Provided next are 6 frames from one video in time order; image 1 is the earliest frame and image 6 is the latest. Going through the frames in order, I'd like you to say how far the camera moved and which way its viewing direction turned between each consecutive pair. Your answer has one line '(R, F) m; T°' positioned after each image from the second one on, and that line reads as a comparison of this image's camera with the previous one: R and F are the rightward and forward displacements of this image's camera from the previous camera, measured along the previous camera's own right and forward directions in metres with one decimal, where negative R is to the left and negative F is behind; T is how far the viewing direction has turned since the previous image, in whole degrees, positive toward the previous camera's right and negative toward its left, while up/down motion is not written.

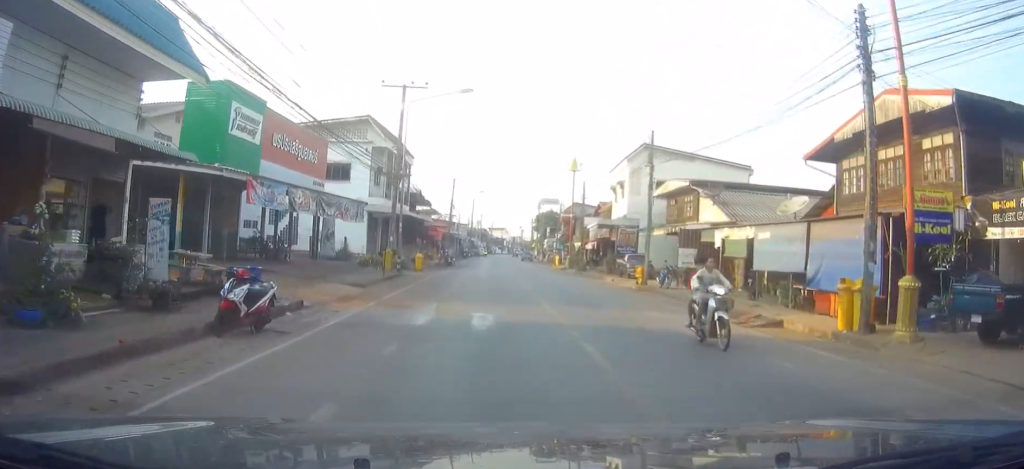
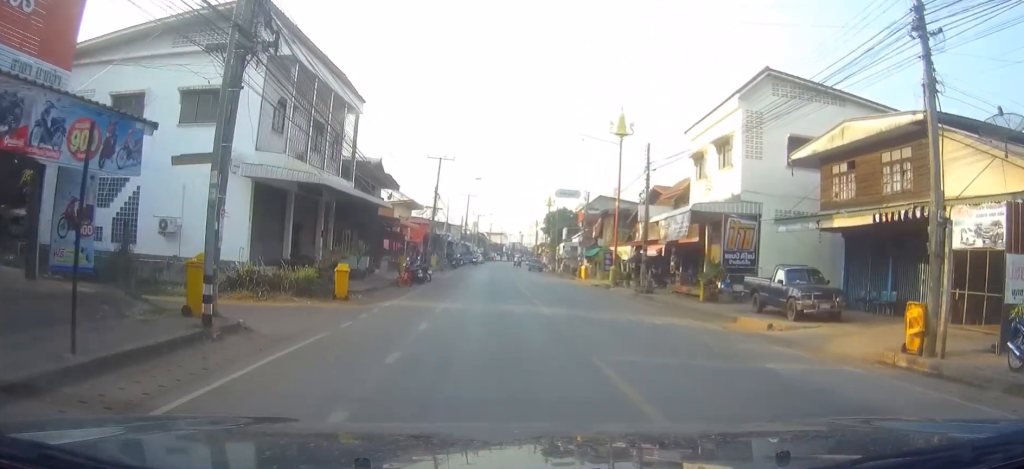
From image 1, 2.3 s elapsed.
(+0.3, +24.9) m; 0°
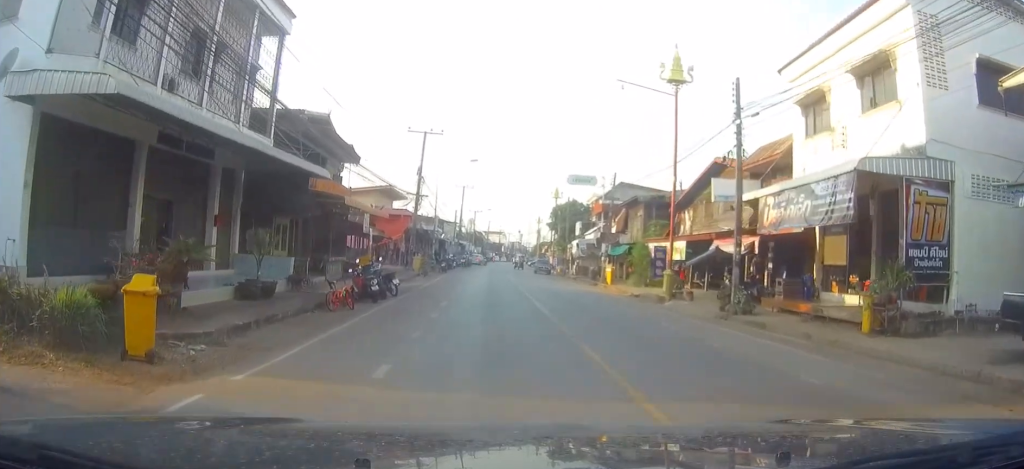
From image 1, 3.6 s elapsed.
(-0.3, +13.6) m; -1°
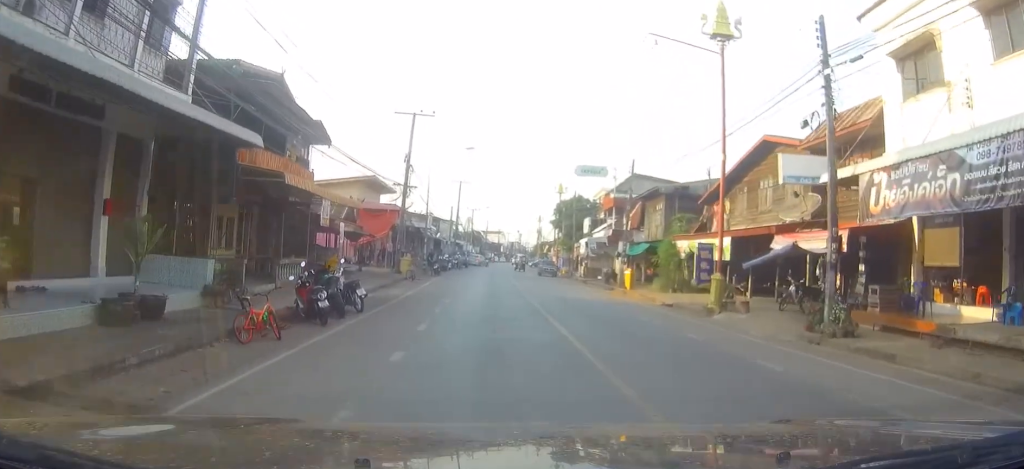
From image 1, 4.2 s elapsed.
(+0.1, +6.7) m; +1°
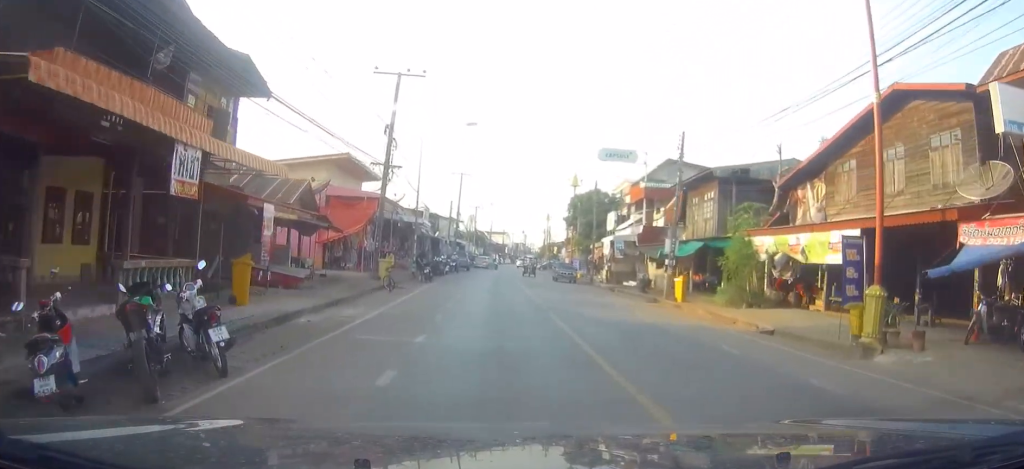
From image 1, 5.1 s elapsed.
(0.0, +9.6) m; +1°
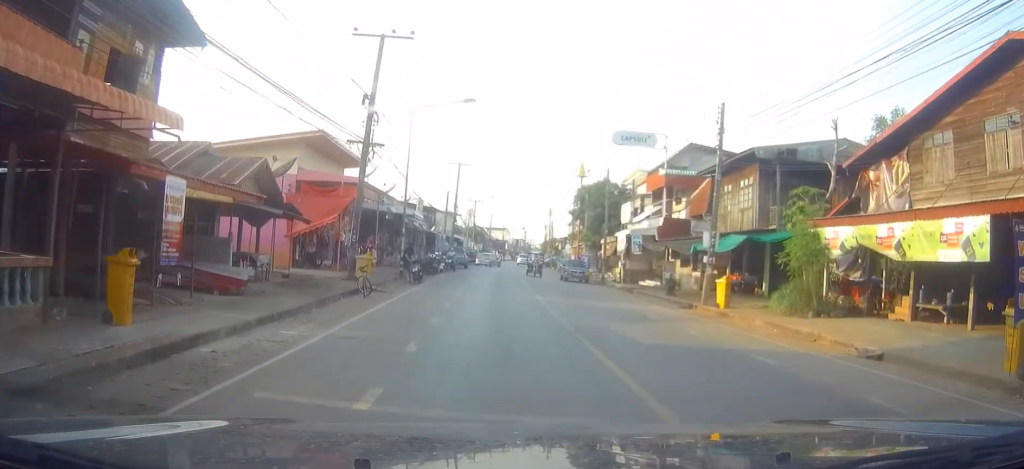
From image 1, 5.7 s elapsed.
(0.0, +5.7) m; 0°
